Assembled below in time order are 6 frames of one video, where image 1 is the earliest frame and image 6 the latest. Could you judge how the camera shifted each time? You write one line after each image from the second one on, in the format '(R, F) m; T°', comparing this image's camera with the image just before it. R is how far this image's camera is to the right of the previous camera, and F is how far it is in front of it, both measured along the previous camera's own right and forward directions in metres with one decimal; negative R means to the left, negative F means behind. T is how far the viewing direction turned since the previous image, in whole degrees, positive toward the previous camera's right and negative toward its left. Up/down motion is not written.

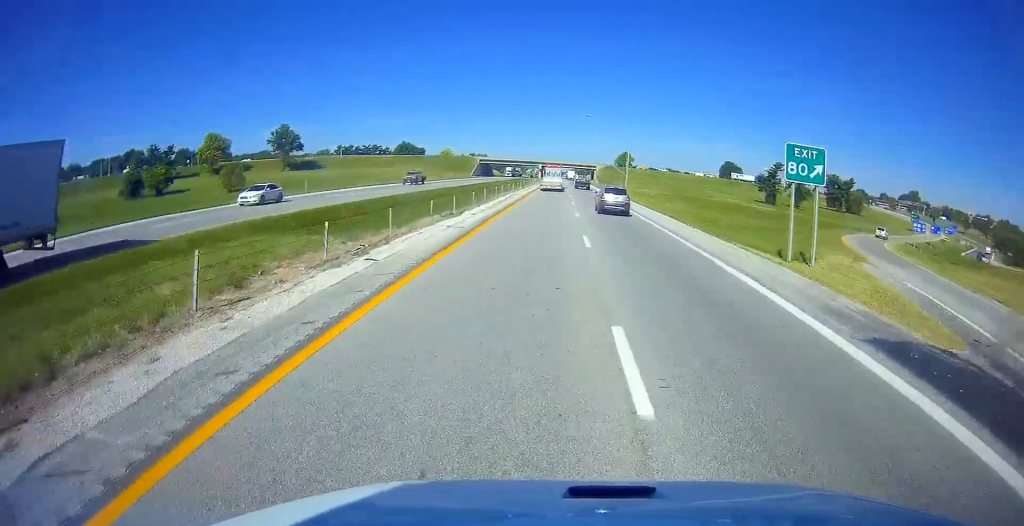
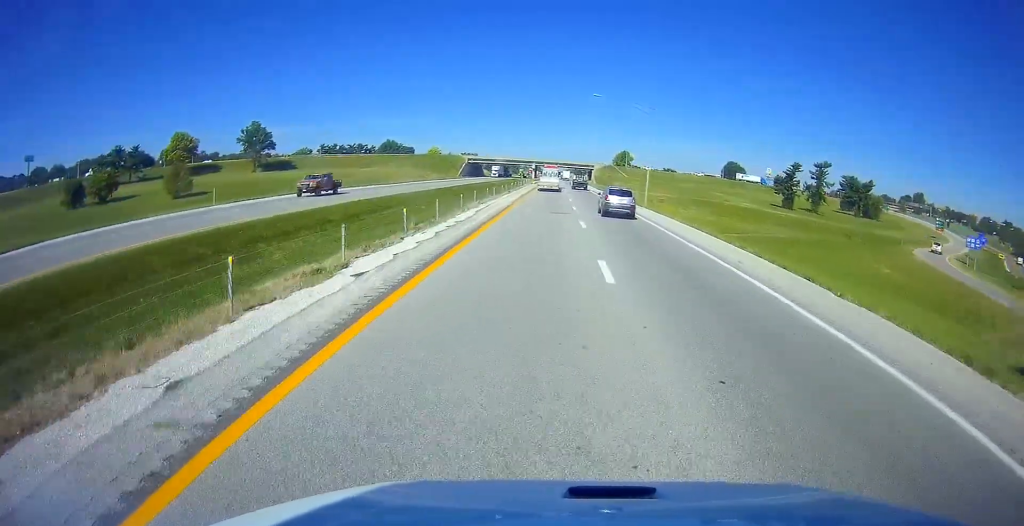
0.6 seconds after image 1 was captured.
(0.0, +17.8) m; 0°
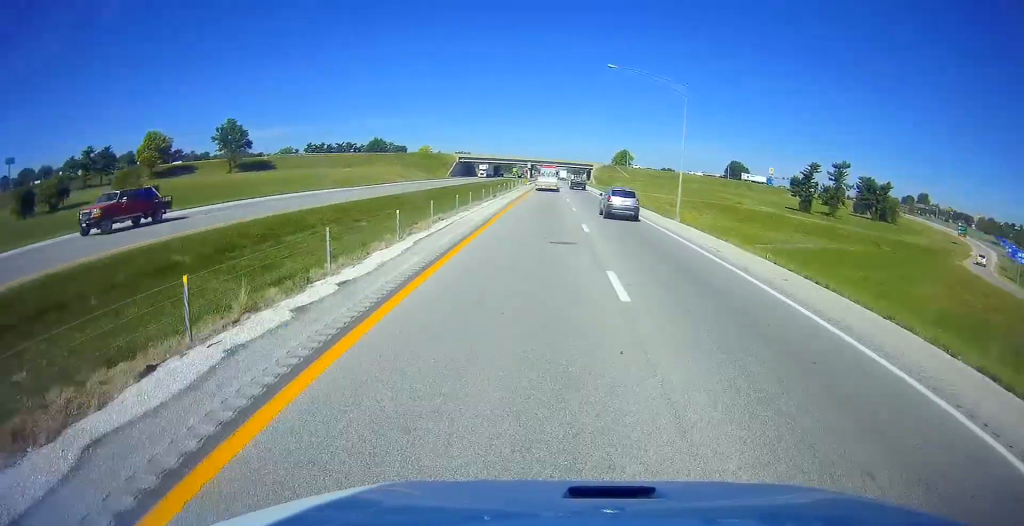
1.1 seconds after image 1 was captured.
(0.0, +13.8) m; 0°
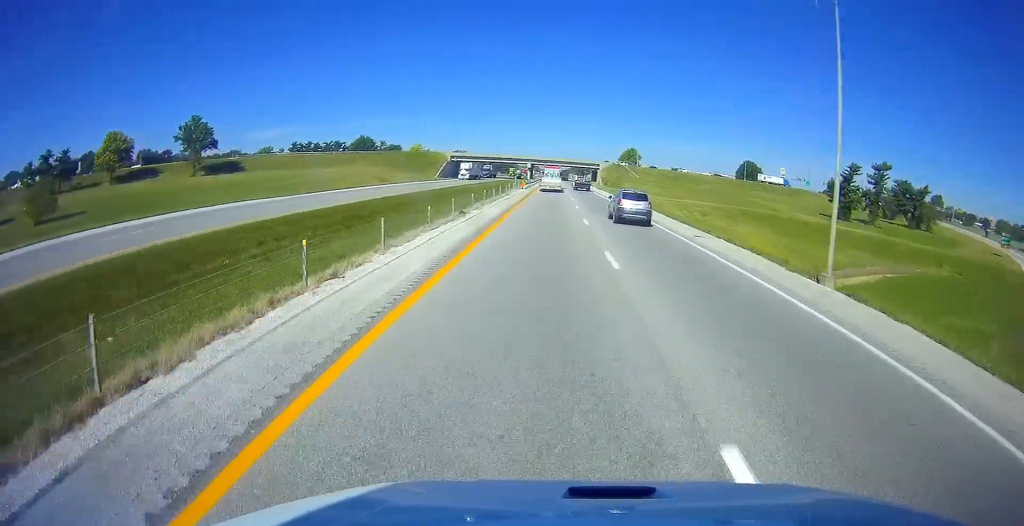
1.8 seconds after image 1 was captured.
(0.0, +20.6) m; 0°
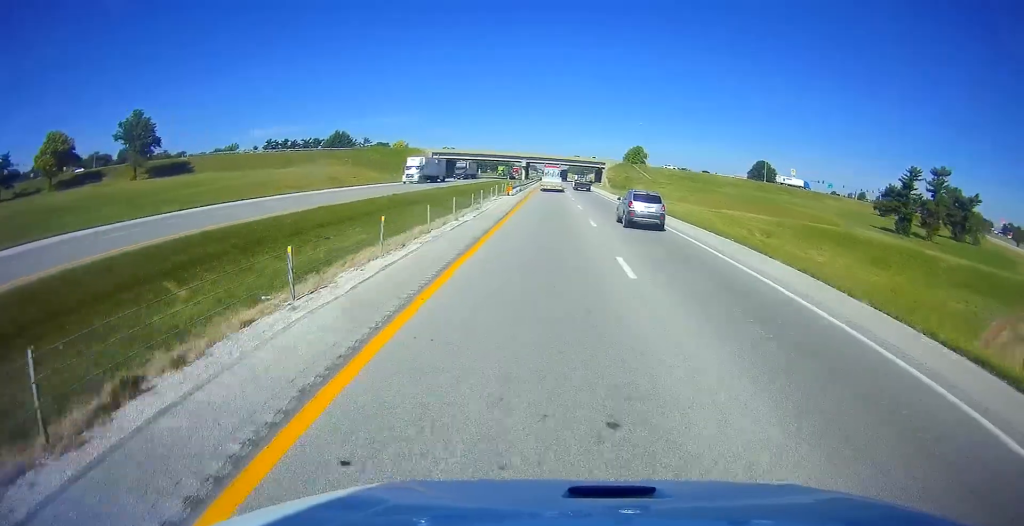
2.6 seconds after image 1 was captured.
(+0.2, +25.6) m; 0°
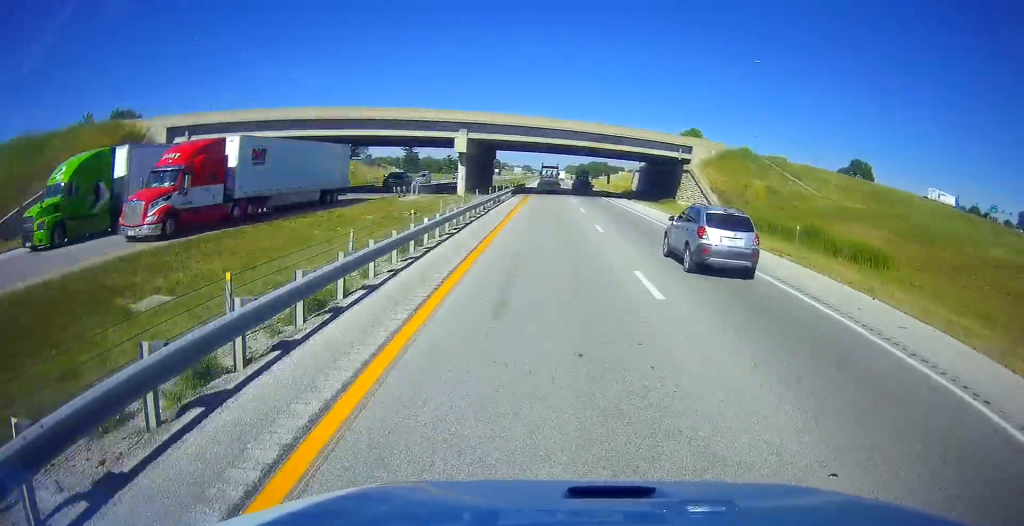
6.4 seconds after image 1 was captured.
(-0.3, +111.3) m; 0°
